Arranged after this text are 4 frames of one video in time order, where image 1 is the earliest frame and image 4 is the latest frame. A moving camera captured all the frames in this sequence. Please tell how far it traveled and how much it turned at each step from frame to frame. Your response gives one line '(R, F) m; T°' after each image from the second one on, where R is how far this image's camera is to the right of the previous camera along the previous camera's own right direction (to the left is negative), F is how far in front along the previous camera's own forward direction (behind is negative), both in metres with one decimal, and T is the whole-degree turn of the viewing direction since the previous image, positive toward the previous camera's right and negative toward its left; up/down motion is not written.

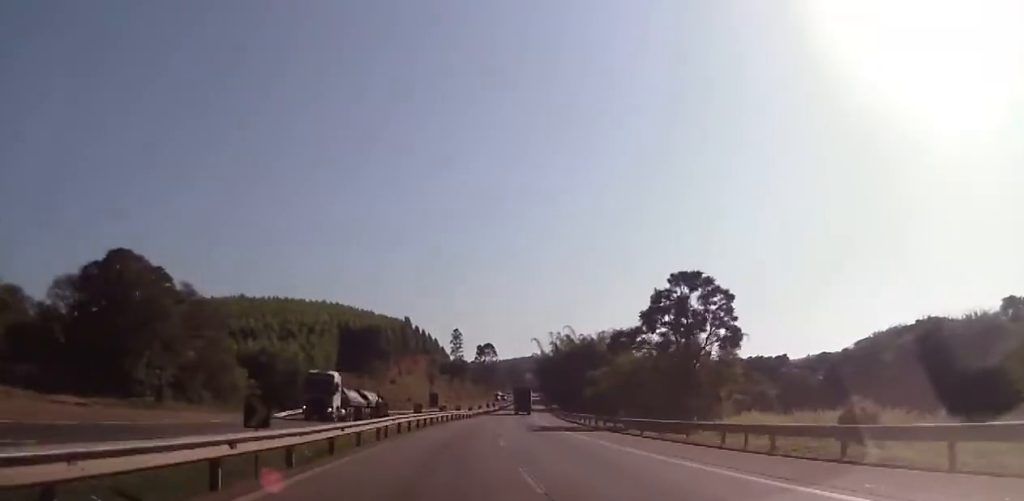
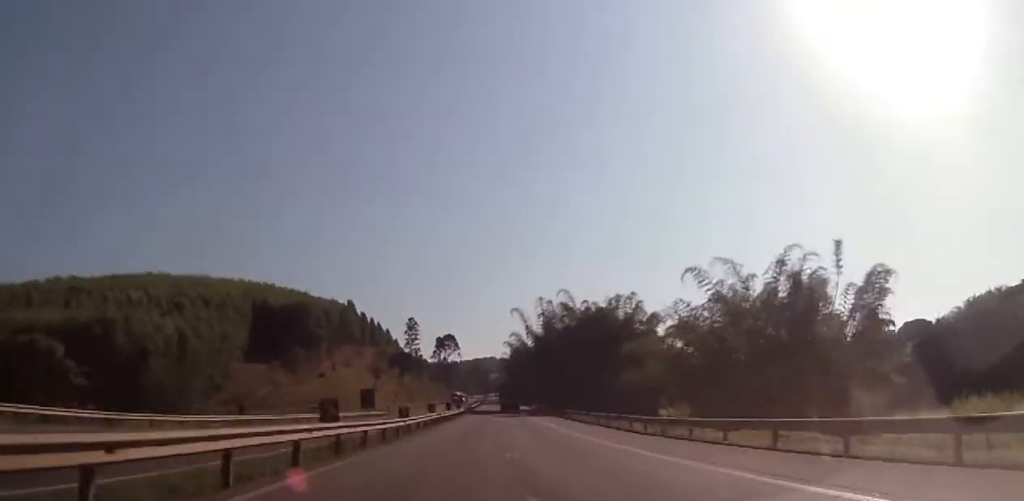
(+1.4, +52.1) m; +3°
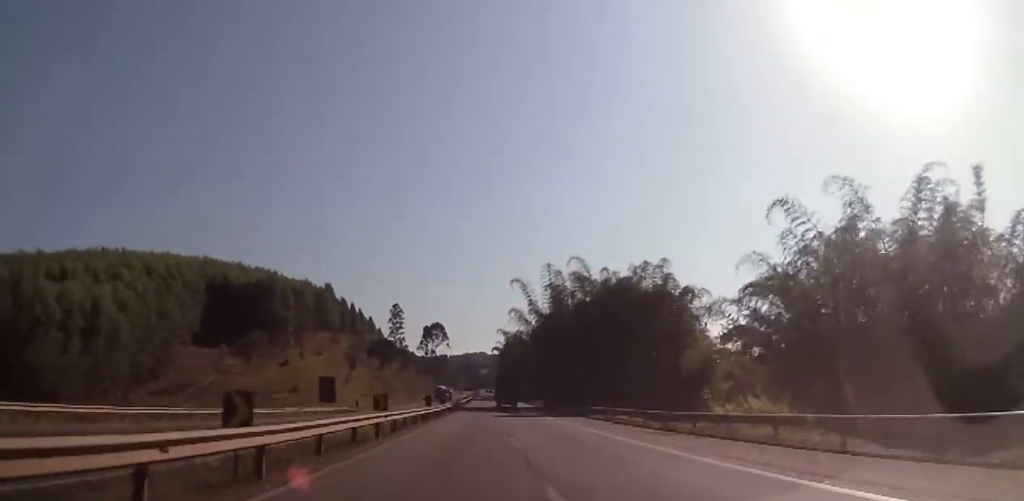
(+0.4, +22.8) m; +1°
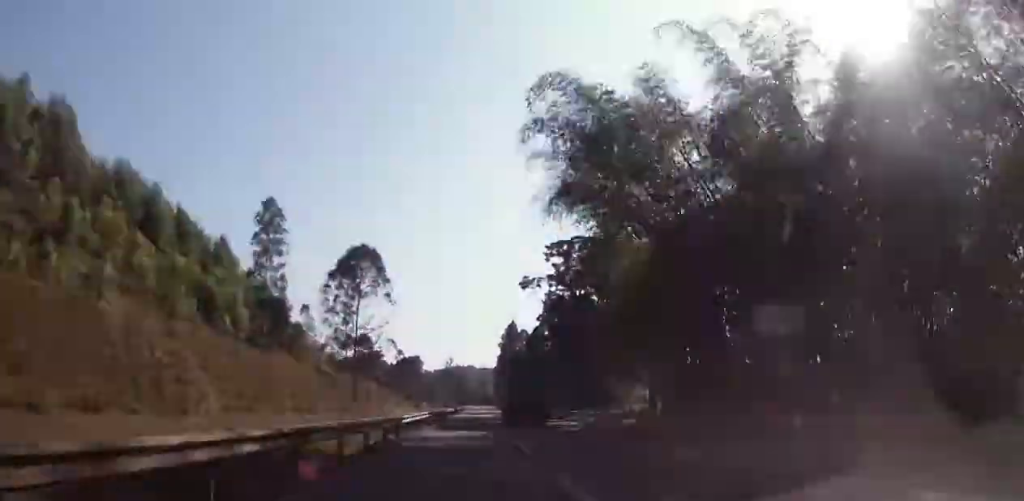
(+5.8, +153.9) m; +3°
